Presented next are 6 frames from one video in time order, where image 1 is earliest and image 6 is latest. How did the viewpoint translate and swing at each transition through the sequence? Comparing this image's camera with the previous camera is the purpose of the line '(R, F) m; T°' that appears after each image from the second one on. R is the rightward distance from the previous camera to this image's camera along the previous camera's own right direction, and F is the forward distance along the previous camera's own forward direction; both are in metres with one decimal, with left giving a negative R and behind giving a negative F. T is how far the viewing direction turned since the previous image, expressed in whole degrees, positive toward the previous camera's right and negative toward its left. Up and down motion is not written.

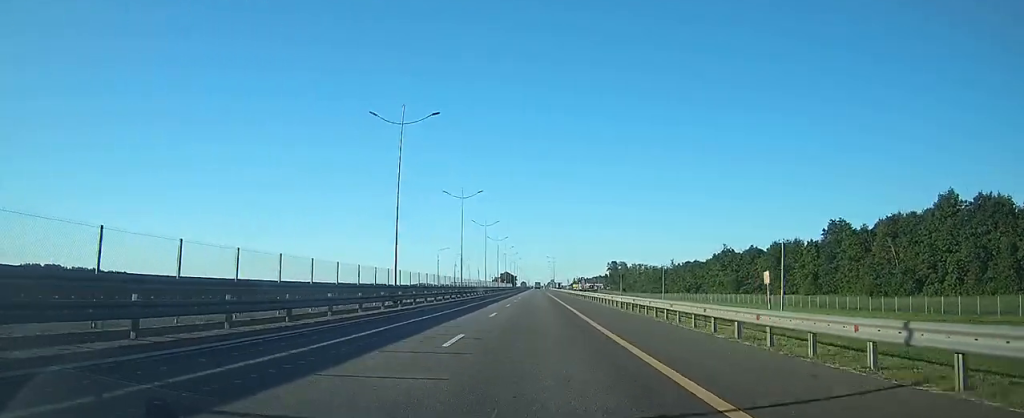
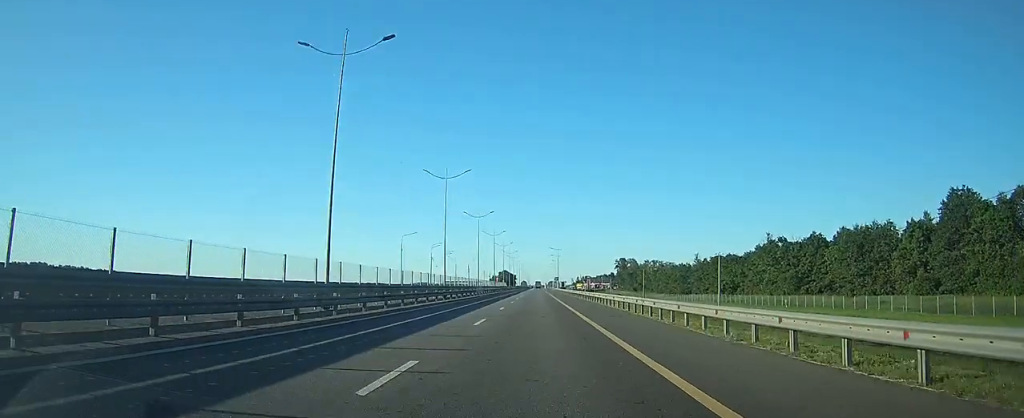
(-0.1, +41.7) m; 0°
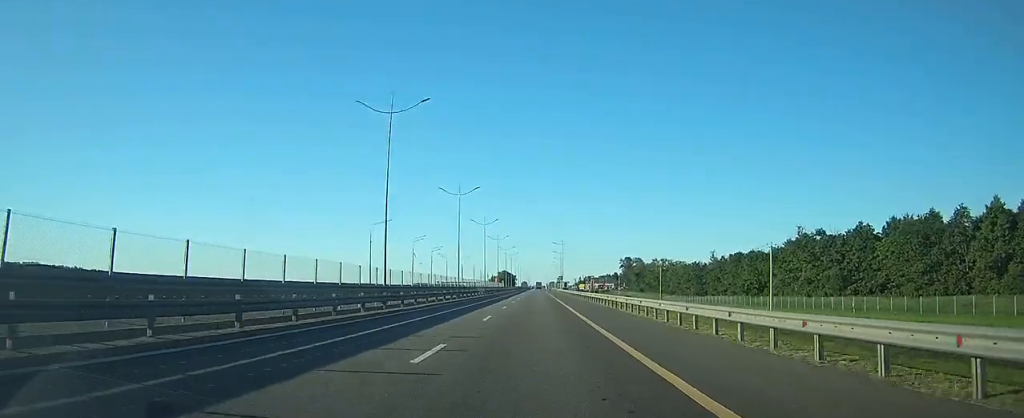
(-0.1, +21.3) m; 0°
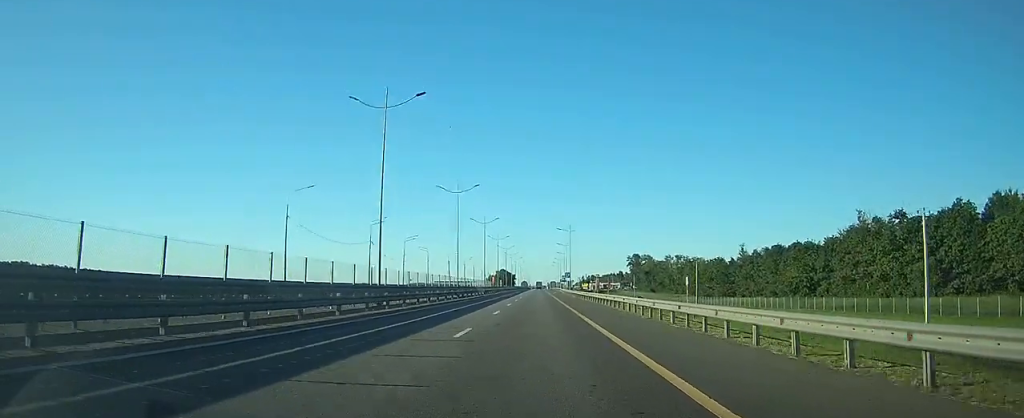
(0.0, +31.3) m; 0°
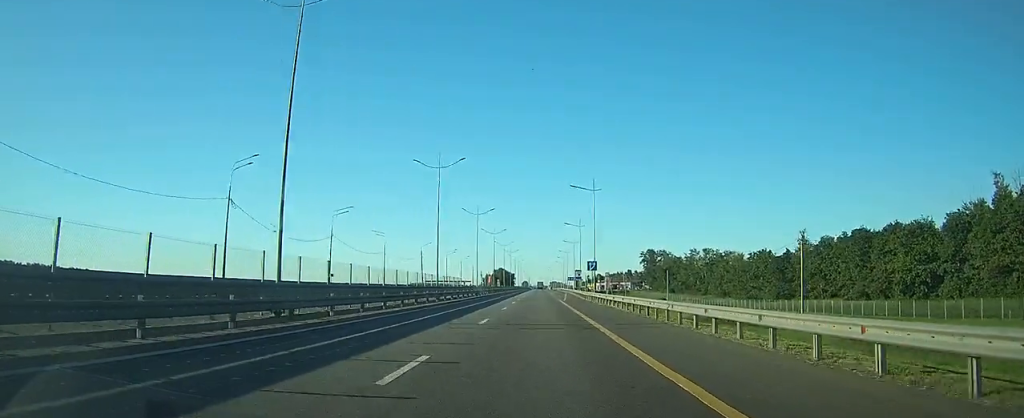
(0.0, +42.8) m; 0°
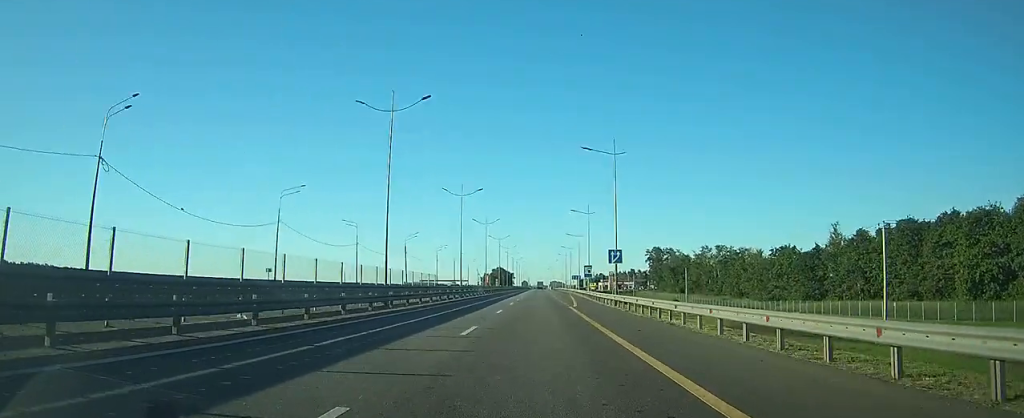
(0.0, +16.3) m; 0°
